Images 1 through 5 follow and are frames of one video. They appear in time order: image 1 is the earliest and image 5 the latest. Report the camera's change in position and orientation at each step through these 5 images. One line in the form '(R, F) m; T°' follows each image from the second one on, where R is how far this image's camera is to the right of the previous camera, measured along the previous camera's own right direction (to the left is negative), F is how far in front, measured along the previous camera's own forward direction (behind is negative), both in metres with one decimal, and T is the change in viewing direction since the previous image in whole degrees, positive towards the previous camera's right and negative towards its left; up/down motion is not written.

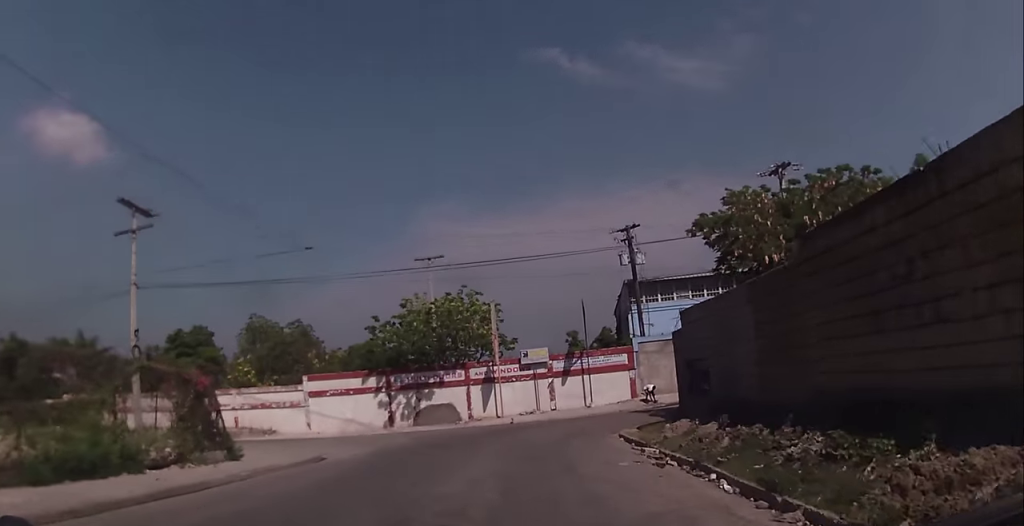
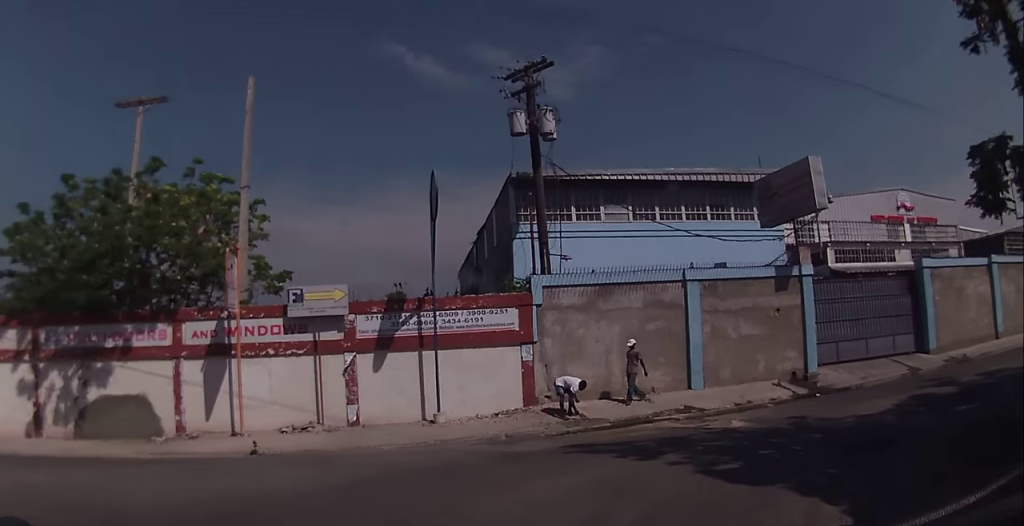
(+0.7, +19.8) m; +16°
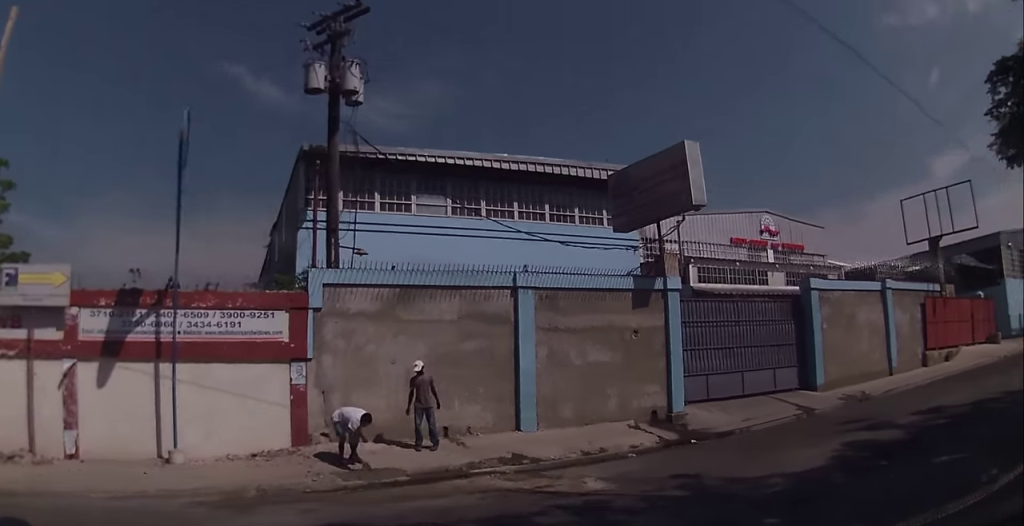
(+0.6, +4.3) m; +17°
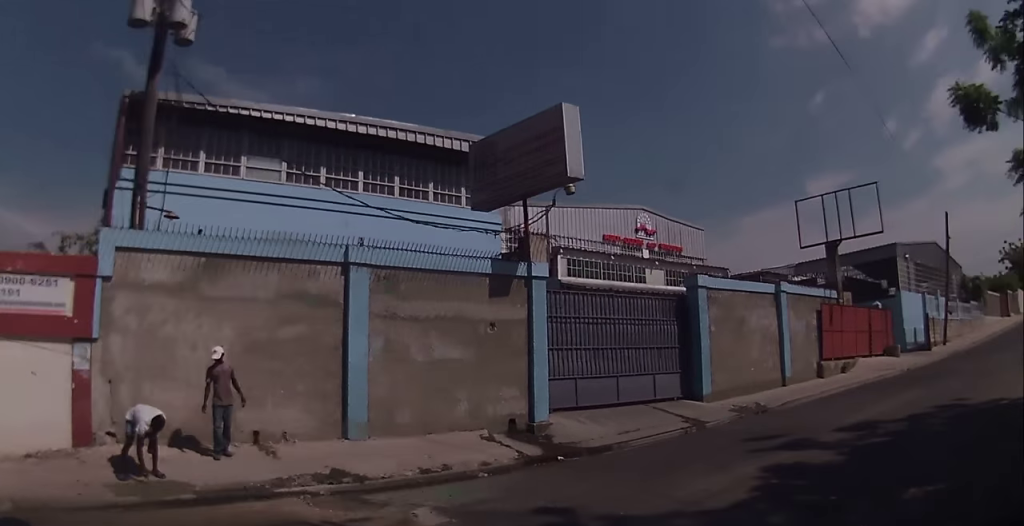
(+0.2, +2.2) m; +12°
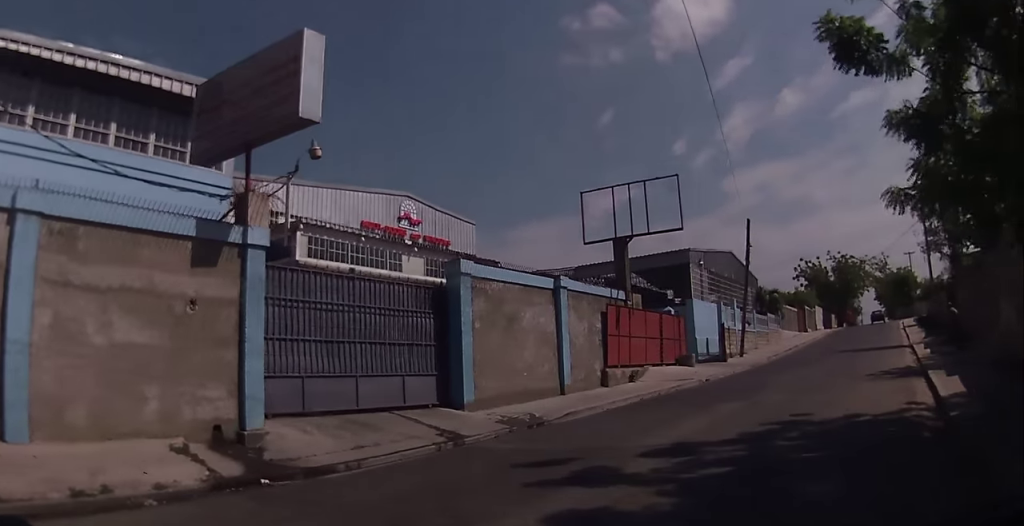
(+0.6, +2.8) m; +24°
